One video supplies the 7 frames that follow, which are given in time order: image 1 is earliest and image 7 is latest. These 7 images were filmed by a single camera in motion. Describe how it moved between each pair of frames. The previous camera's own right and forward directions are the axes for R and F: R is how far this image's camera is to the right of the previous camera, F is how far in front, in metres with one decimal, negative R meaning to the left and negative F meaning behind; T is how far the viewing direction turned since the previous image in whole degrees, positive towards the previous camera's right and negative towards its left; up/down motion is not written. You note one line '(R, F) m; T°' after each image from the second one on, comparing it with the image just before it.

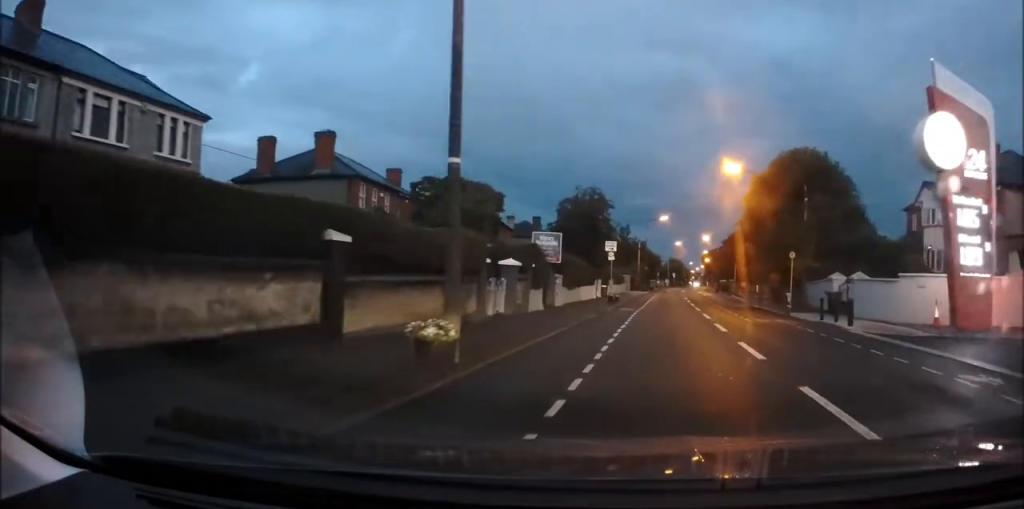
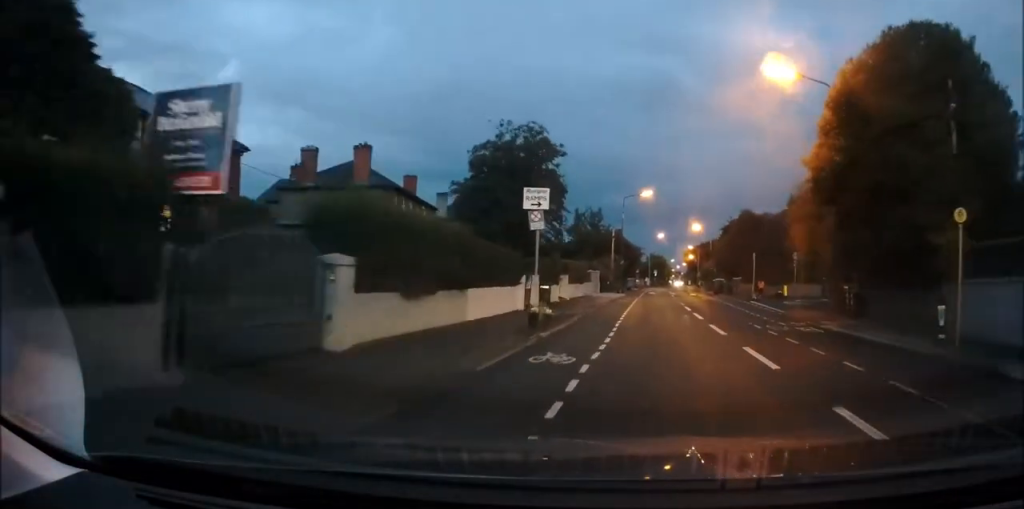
(-0.1, +19.4) m; +2°
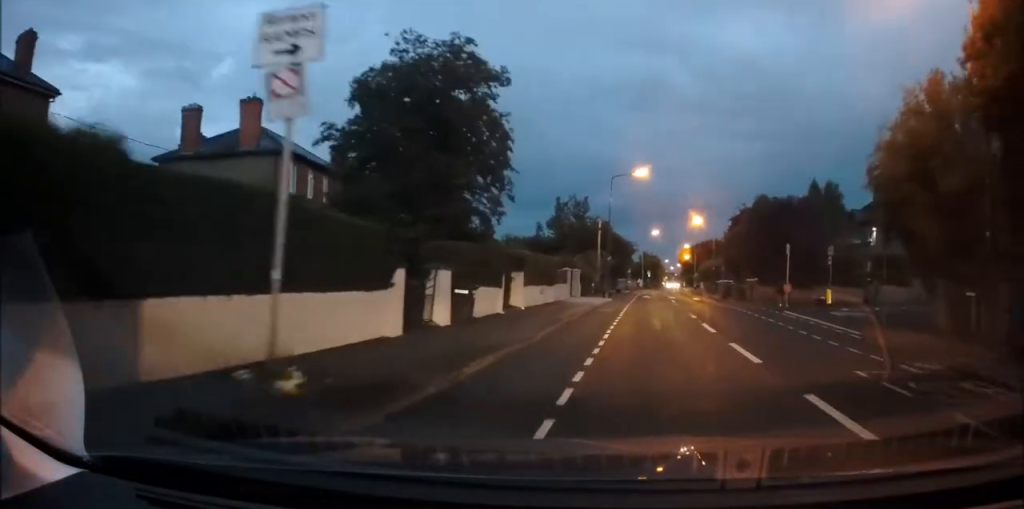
(+0.5, +11.0) m; +1°
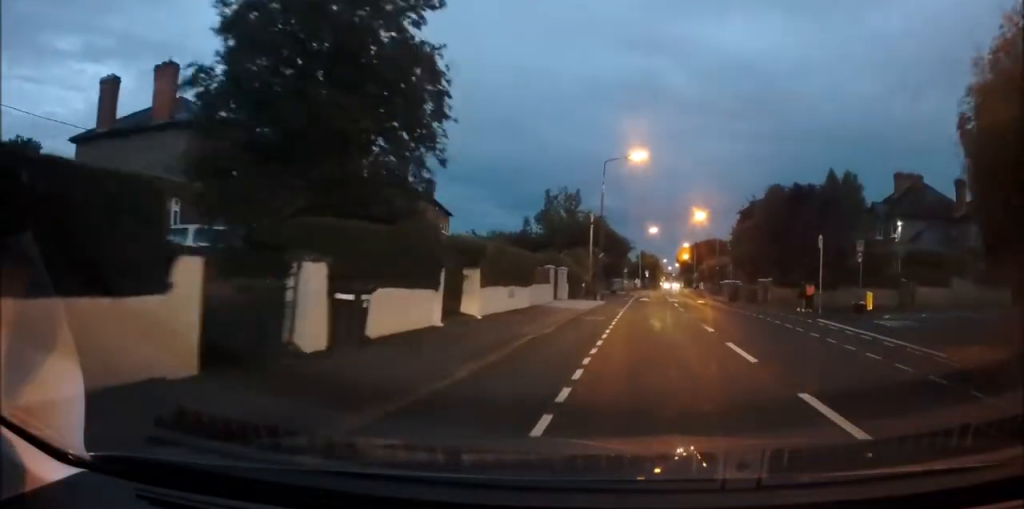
(0.0, +5.8) m; 0°
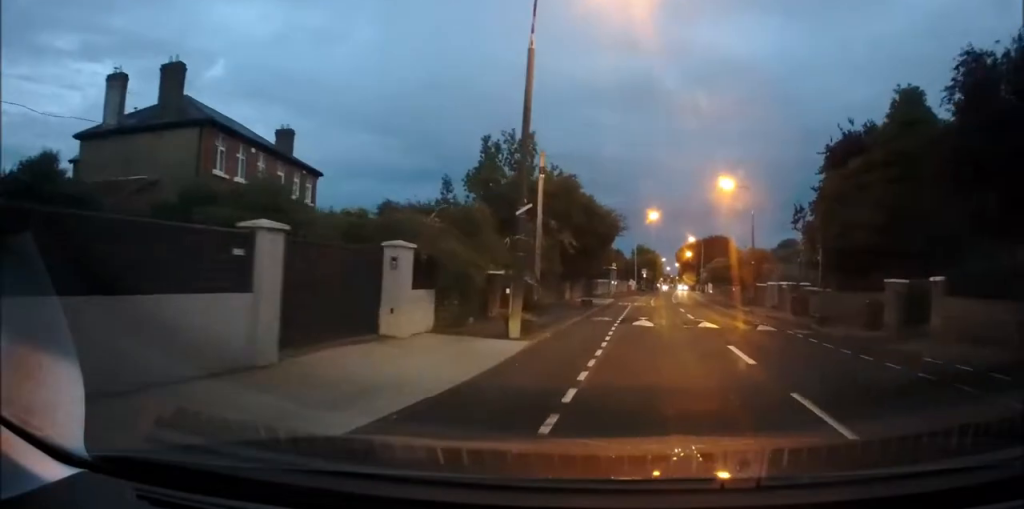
(+0.1, +23.5) m; 0°
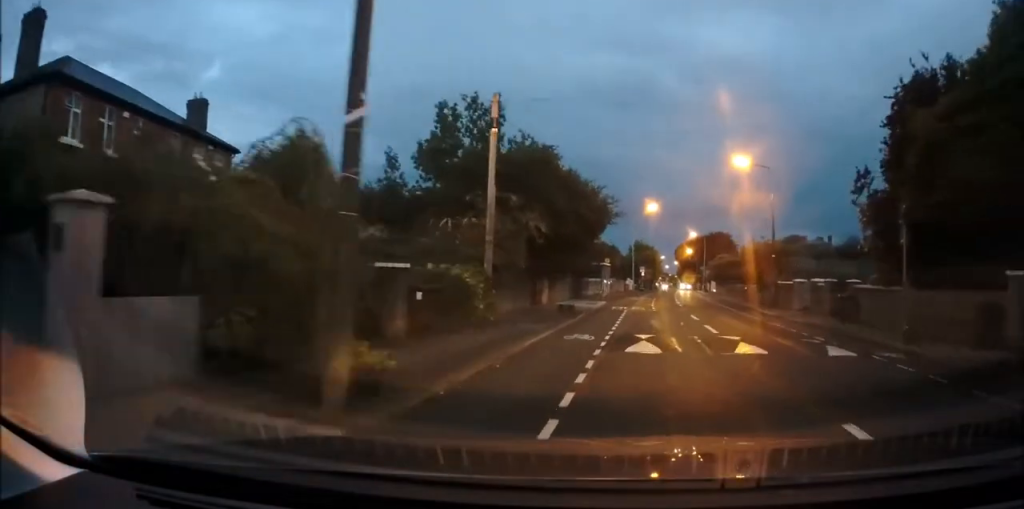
(-0.3, +7.8) m; -1°
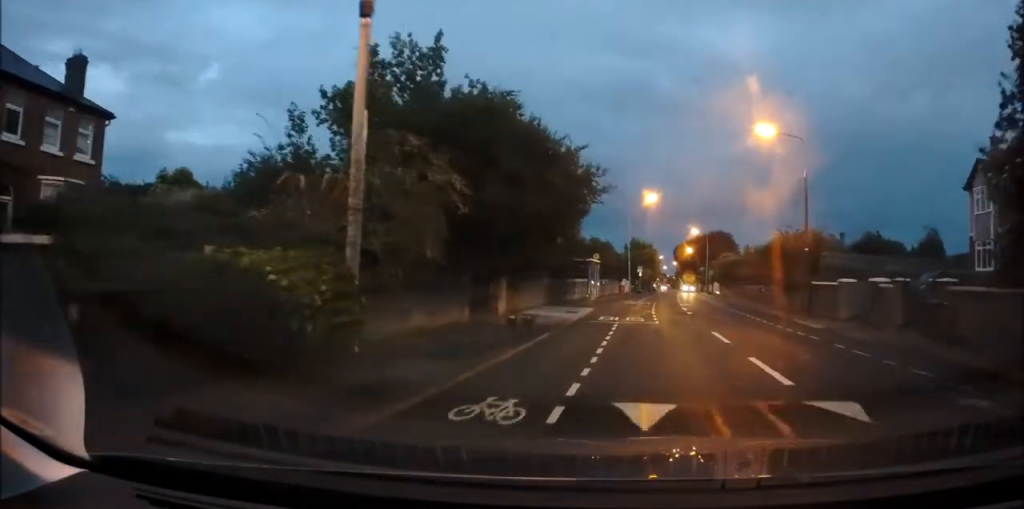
(0.0, +8.4) m; +1°
